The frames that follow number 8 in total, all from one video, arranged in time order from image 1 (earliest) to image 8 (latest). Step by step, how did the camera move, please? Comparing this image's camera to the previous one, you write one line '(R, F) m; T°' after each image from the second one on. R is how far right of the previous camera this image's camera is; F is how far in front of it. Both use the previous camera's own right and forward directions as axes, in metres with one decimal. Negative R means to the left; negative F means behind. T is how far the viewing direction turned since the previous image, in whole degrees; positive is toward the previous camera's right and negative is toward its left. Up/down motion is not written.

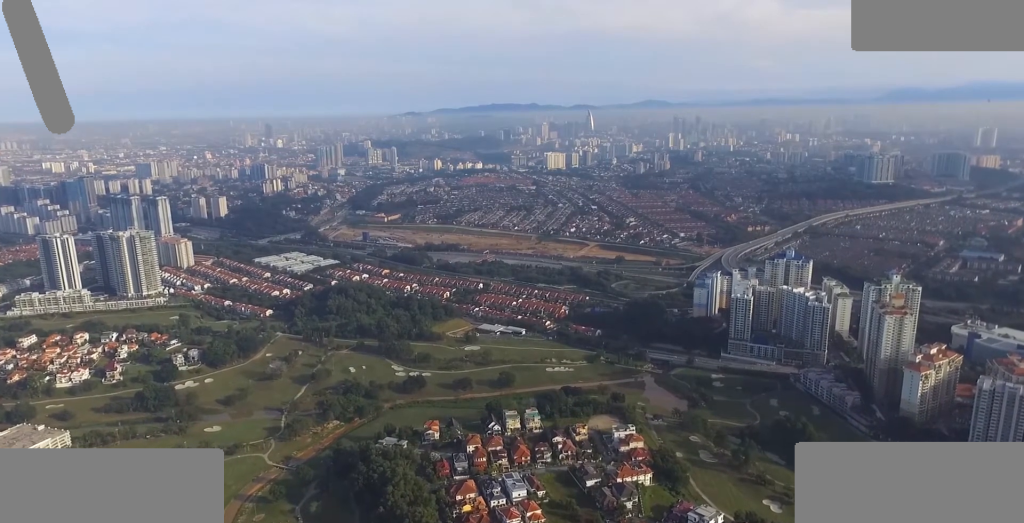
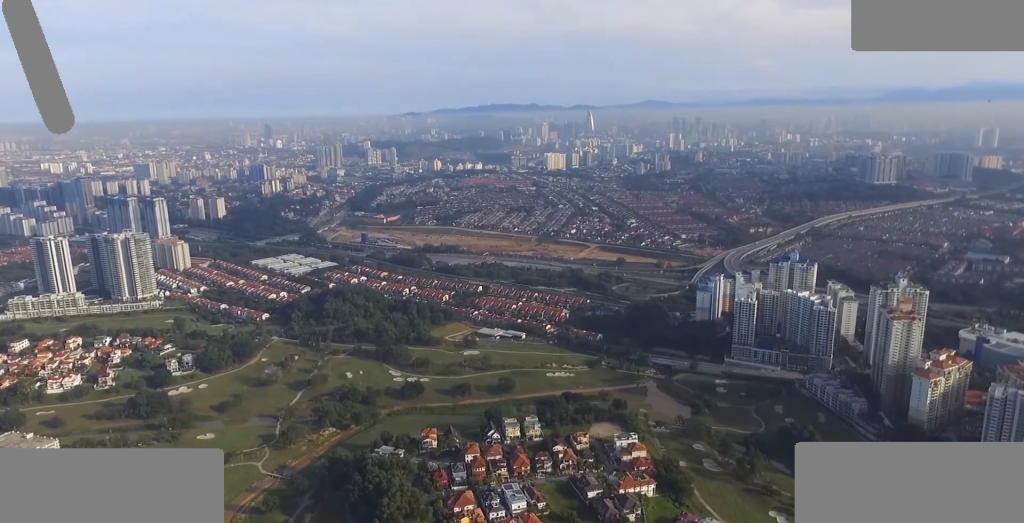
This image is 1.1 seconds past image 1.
(0.0, +15.9) m; 0°
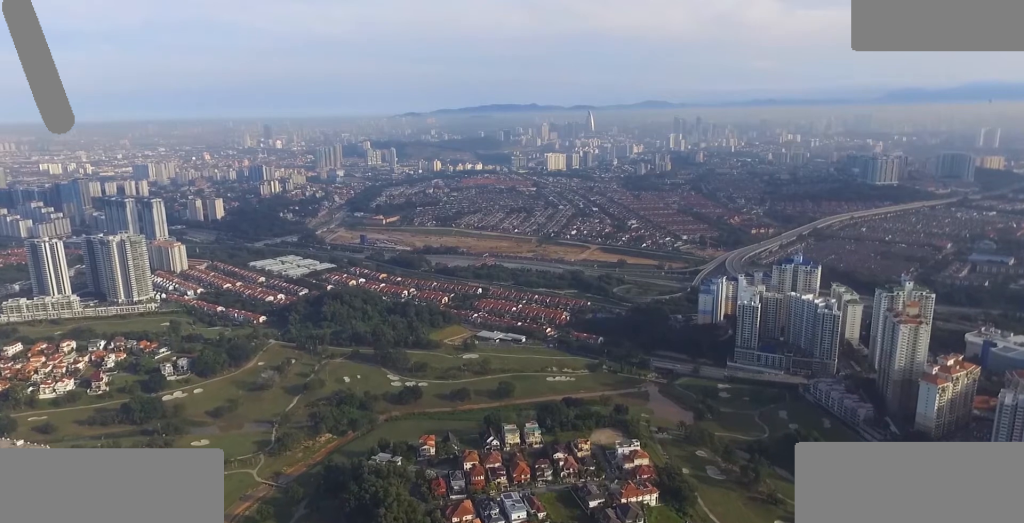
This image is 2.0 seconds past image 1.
(0.0, +13.0) m; 0°
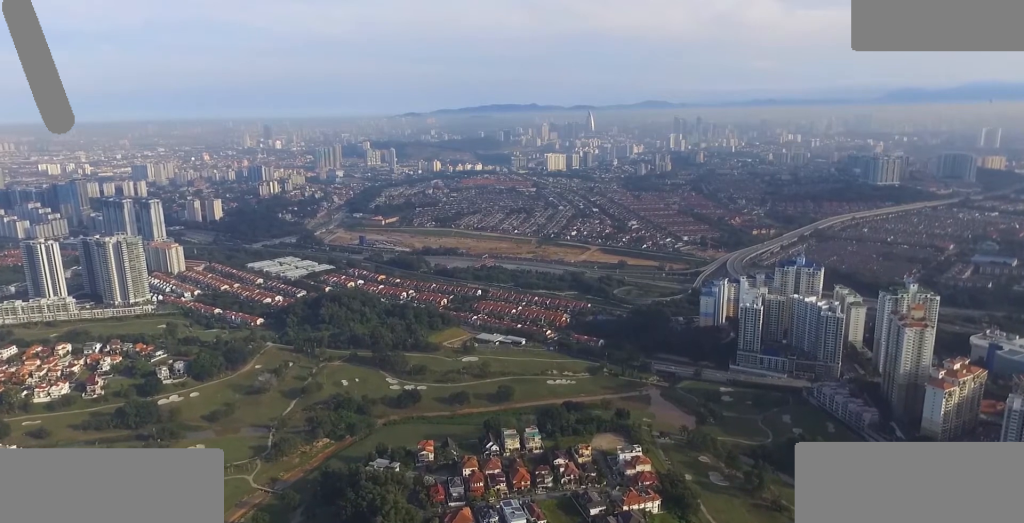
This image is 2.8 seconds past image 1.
(0.0, +10.1) m; 0°
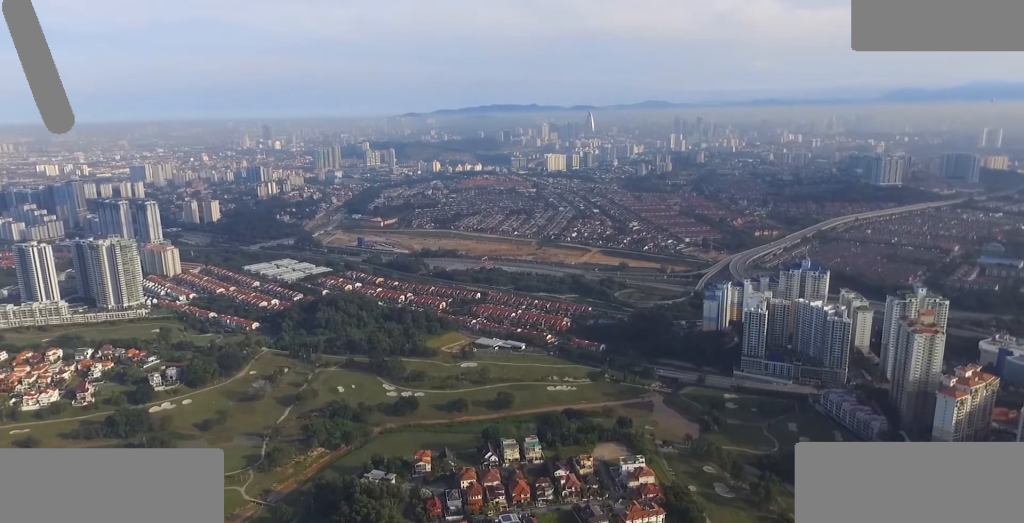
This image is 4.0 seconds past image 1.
(0.0, +18.0) m; 0°
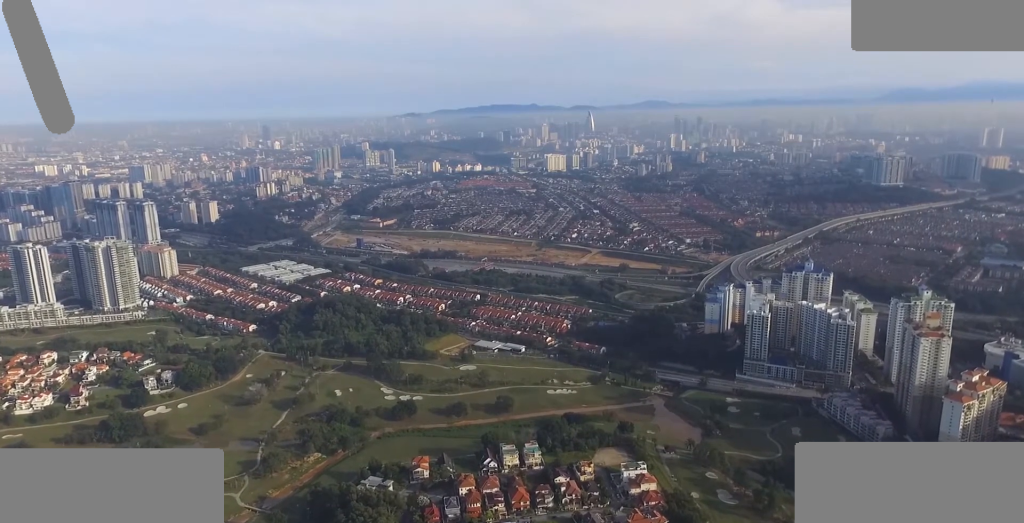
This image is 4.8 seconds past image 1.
(0.0, +10.7) m; 0°
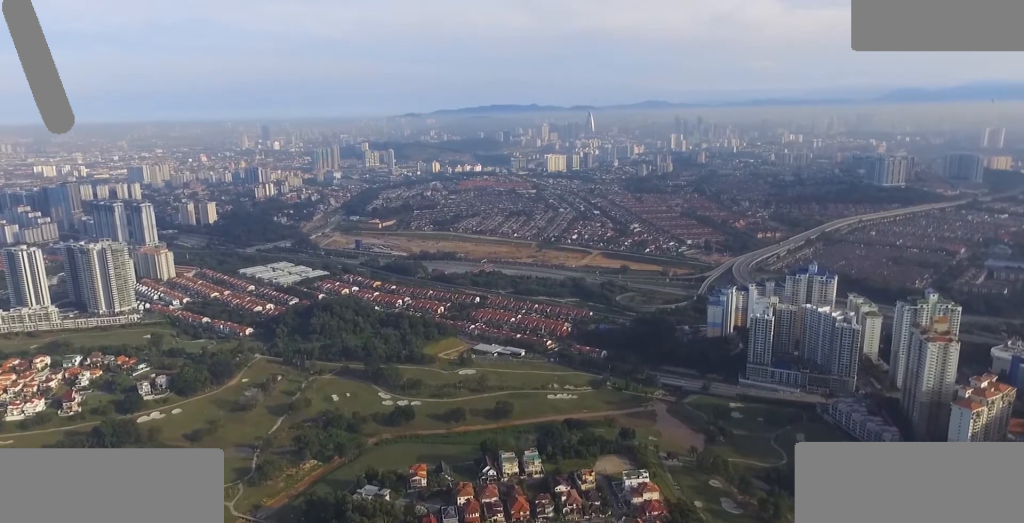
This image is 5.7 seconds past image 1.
(0.0, +12.9) m; 0°
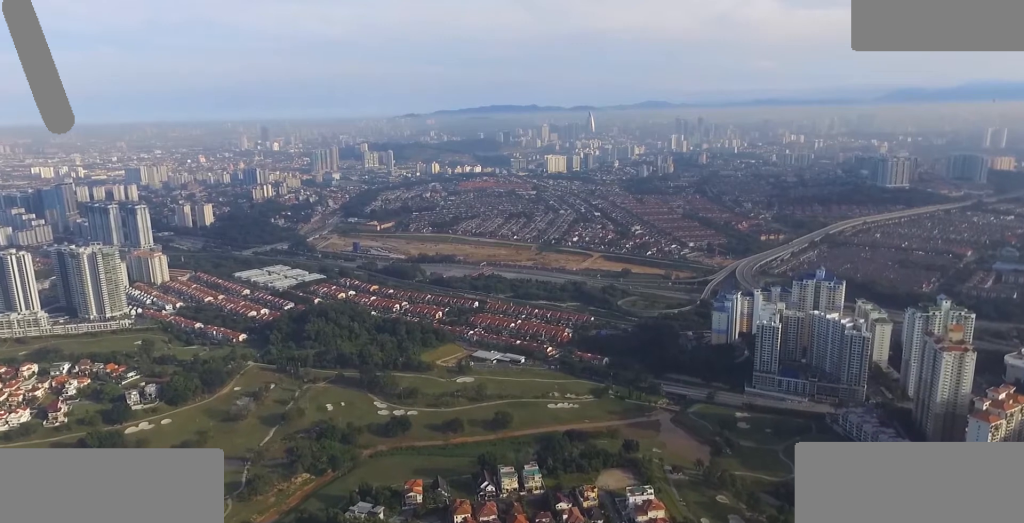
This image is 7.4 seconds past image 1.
(0.0, +23.9) m; 0°
